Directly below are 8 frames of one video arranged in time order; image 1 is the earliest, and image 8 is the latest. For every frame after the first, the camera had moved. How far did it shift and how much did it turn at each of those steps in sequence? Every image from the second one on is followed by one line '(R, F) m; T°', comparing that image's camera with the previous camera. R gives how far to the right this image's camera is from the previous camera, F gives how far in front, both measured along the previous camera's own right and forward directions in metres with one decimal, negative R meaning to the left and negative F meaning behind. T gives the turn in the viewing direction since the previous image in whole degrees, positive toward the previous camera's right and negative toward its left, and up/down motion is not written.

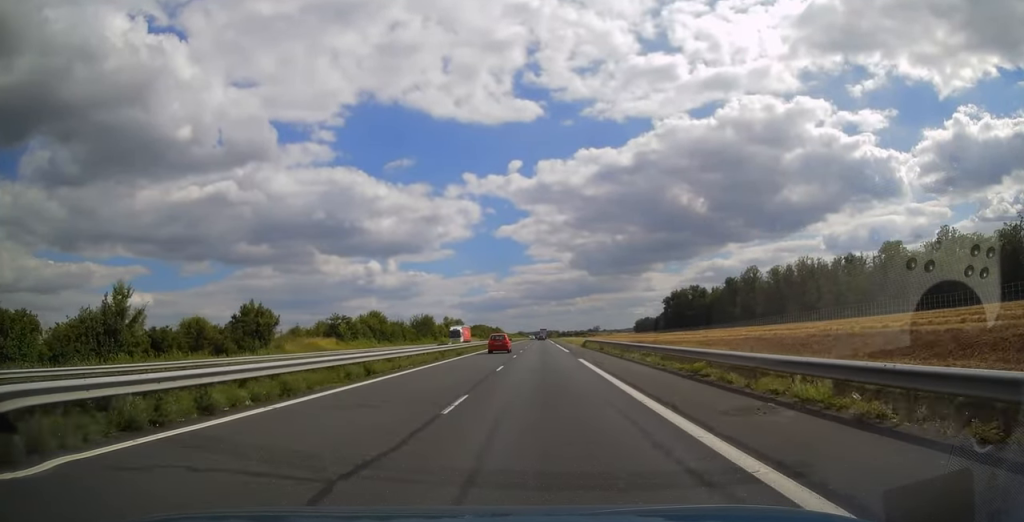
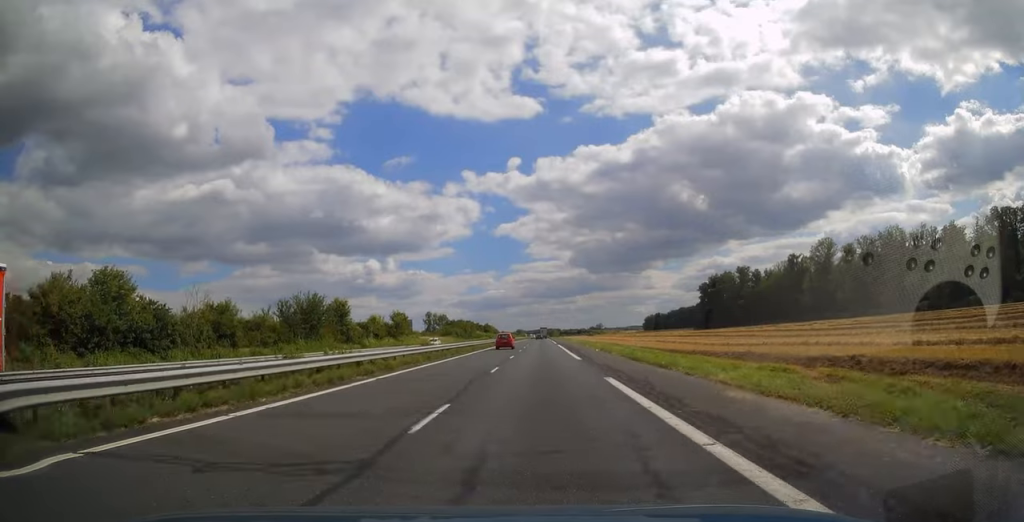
(0.0, +66.8) m; 0°
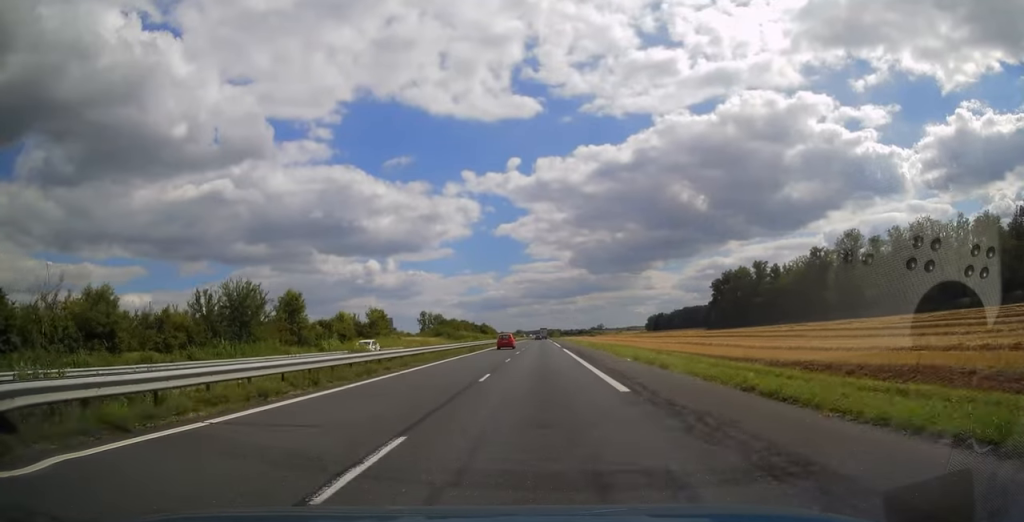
(0.0, +16.7) m; 0°
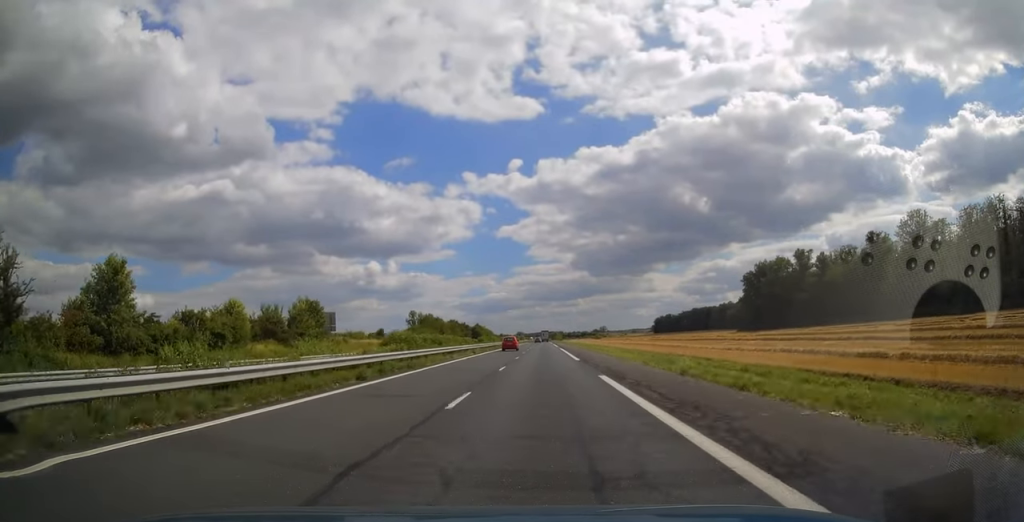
(-0.1, +32.0) m; 0°
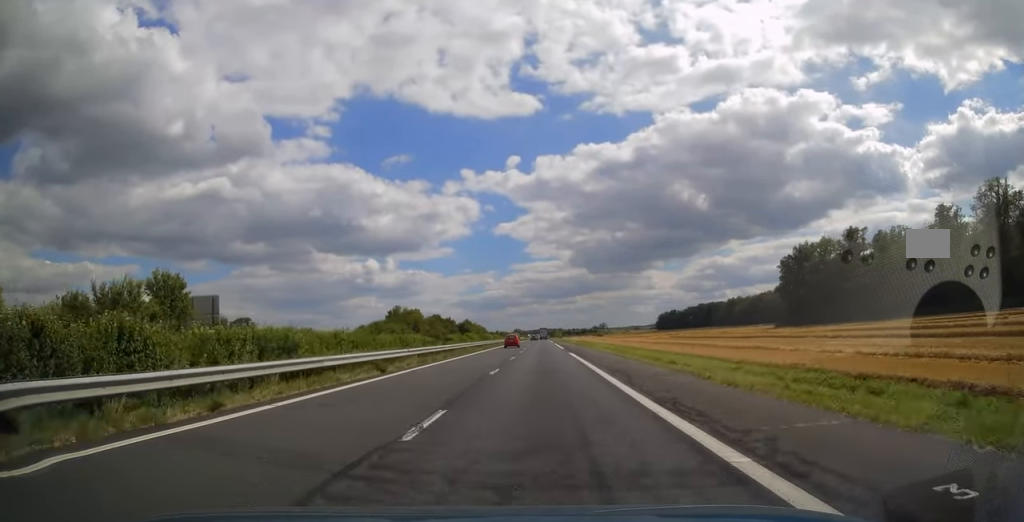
(+0.1, +30.0) m; 0°
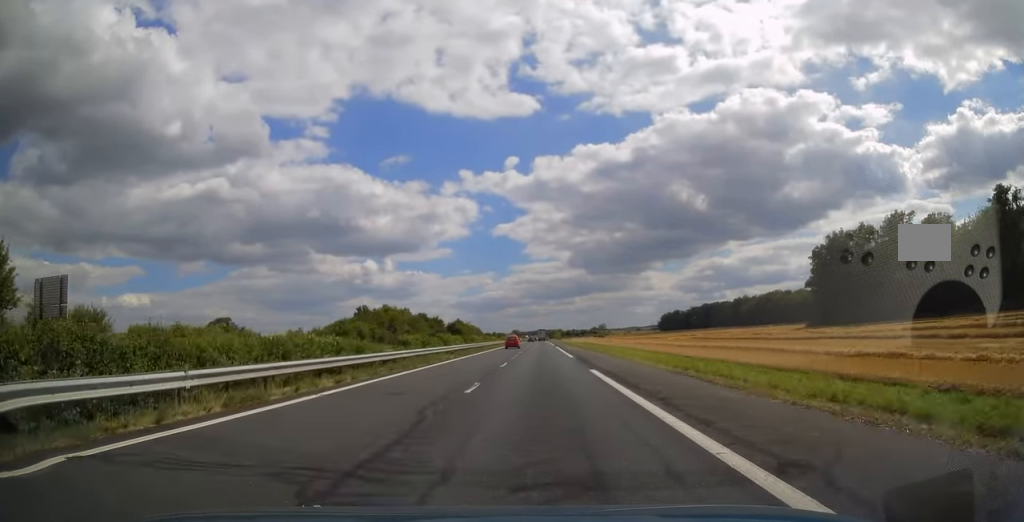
(0.0, +19.2) m; 0°
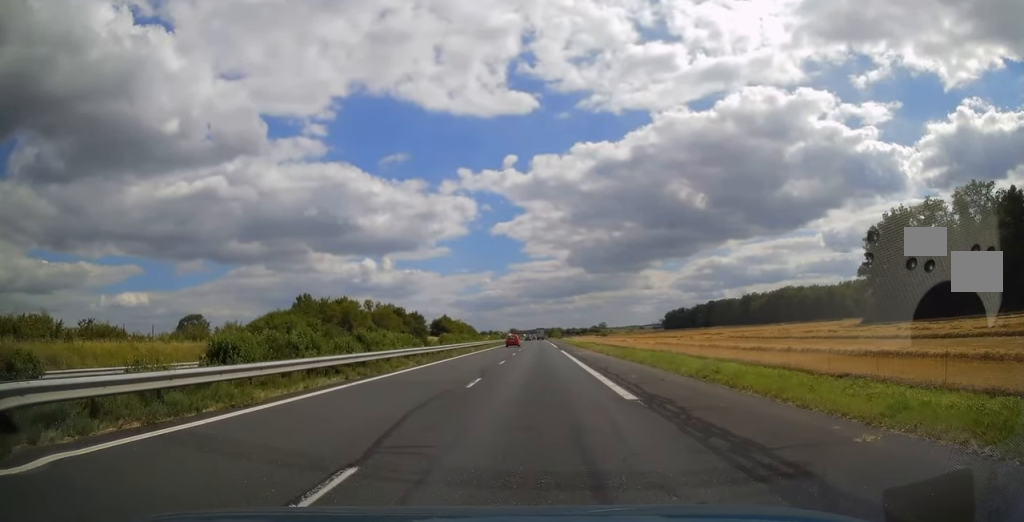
(0.0, +24.6) m; 0°
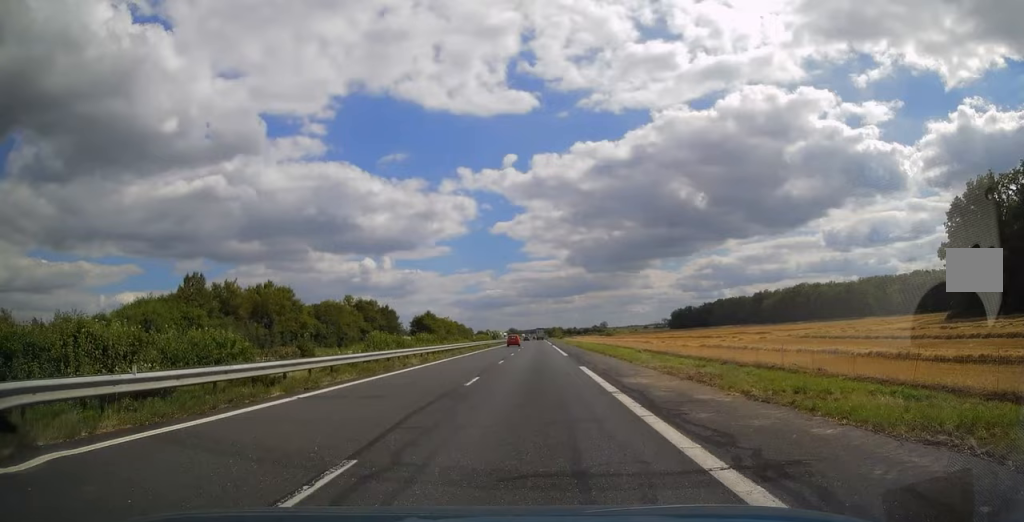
(+0.1, +25.5) m; 0°
